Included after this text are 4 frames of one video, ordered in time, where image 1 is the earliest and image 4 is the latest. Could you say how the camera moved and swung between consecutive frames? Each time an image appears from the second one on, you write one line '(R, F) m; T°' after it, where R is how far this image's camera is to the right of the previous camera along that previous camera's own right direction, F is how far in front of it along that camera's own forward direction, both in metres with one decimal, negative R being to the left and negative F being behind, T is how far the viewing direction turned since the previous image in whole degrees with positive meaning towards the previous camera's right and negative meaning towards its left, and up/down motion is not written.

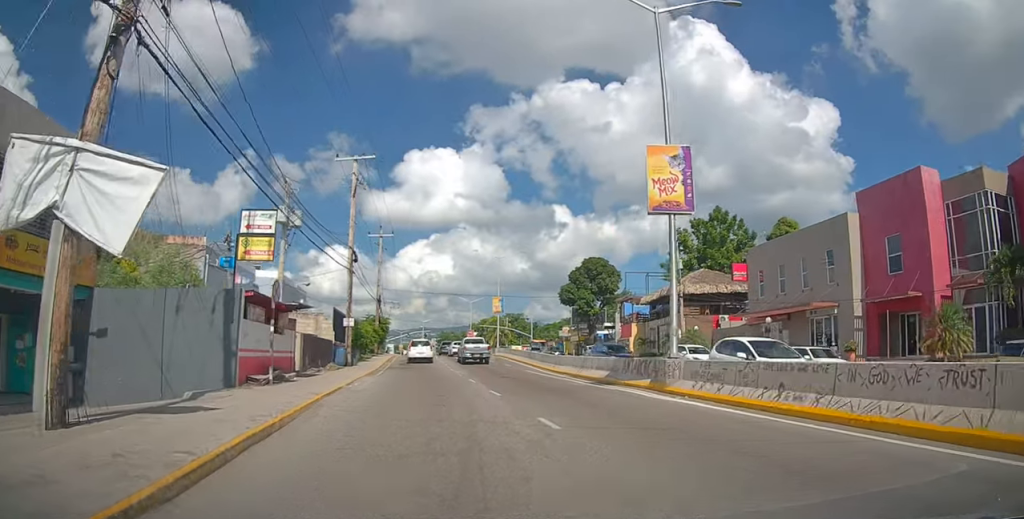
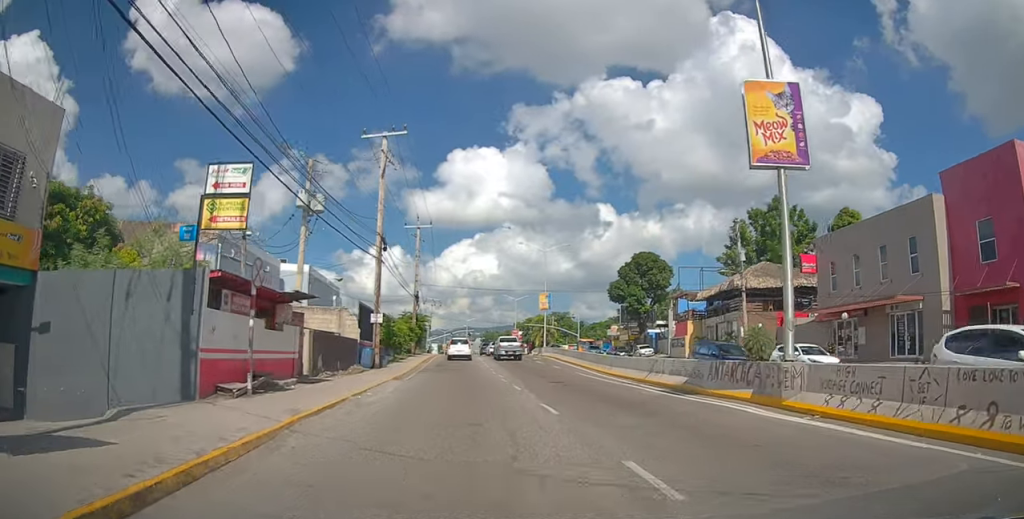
(-0.3, +4.0) m; -5°
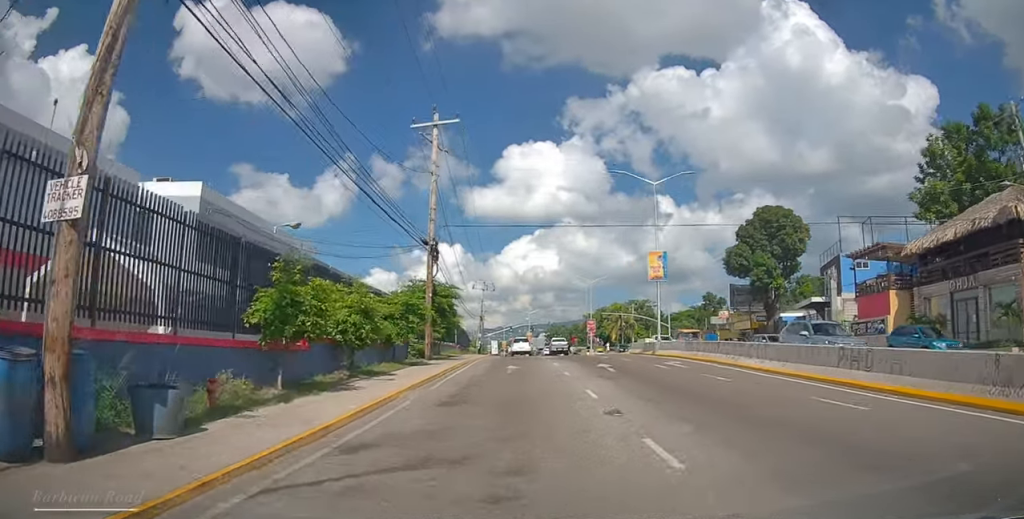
(-1.5, +22.9) m; -4°
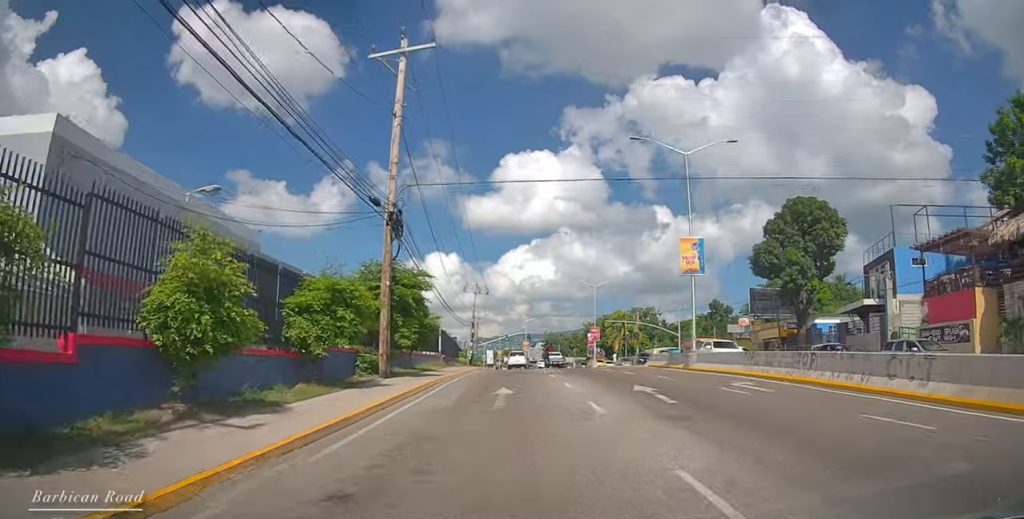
(0.0, +7.8) m; +1°
